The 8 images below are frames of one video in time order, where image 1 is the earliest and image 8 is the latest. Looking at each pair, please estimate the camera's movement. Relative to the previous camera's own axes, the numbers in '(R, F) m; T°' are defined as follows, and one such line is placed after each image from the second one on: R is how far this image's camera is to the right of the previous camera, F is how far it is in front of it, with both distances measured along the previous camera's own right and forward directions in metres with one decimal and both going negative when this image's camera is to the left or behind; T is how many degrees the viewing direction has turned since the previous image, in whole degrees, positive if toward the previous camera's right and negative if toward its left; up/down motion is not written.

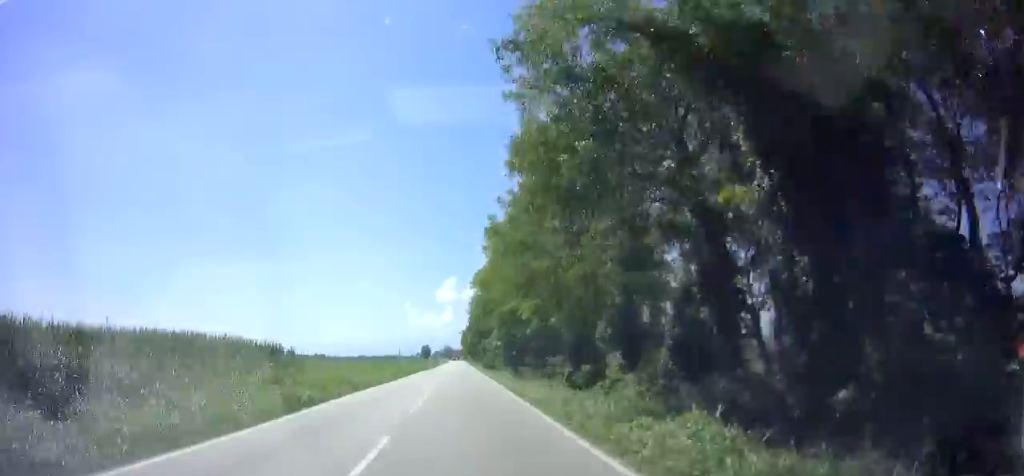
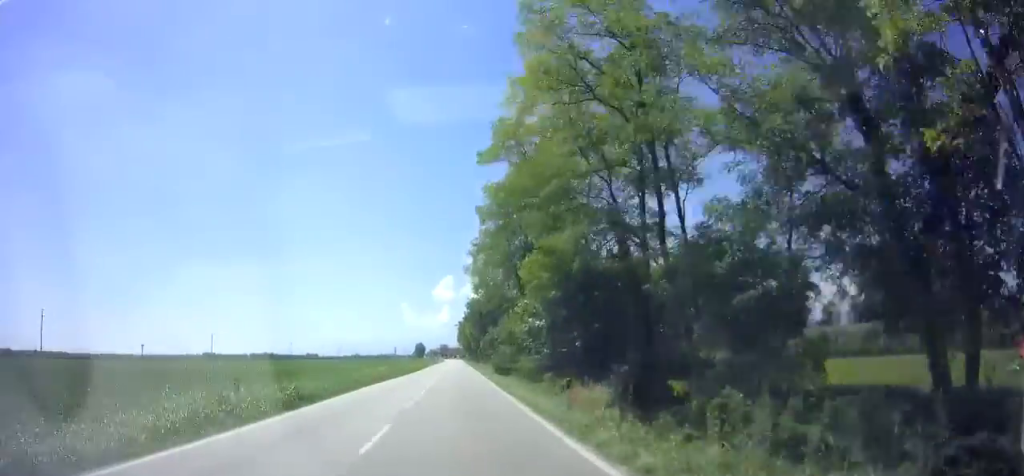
(0.0, +28.3) m; 0°
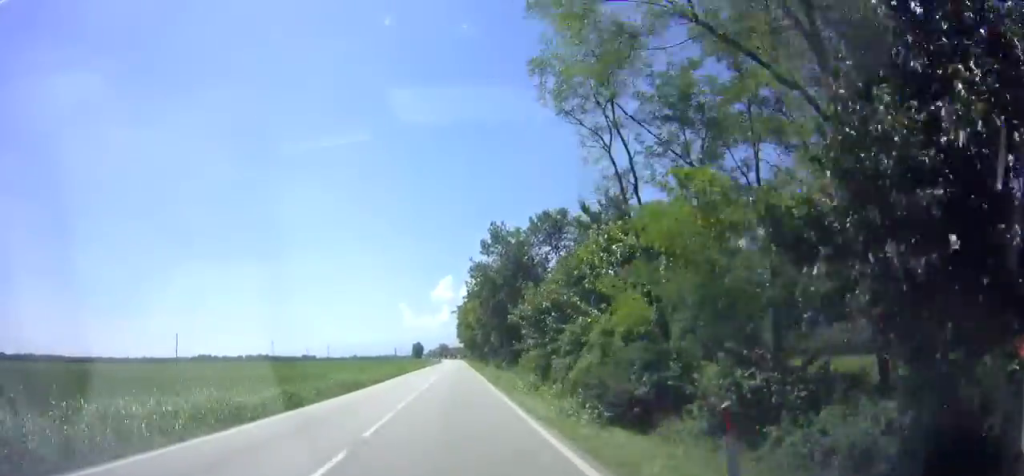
(0.0, +30.5) m; 0°
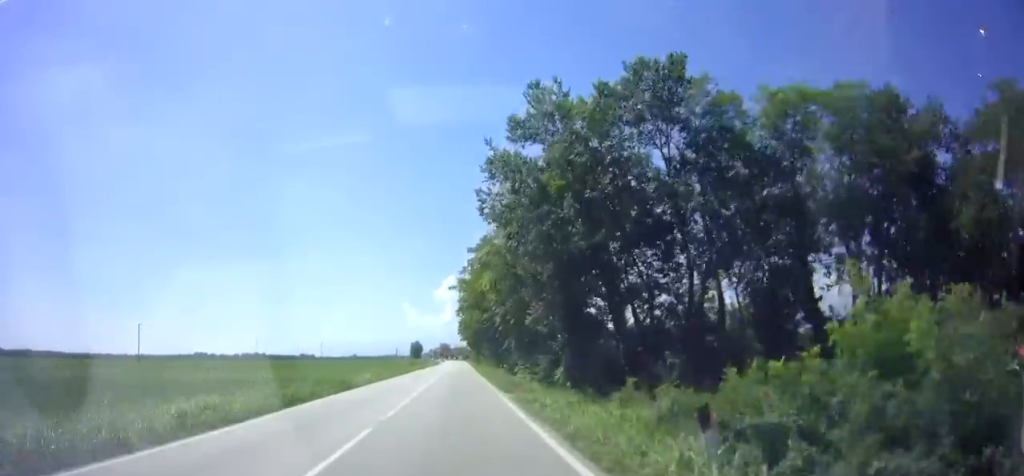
(0.0, +26.7) m; 0°
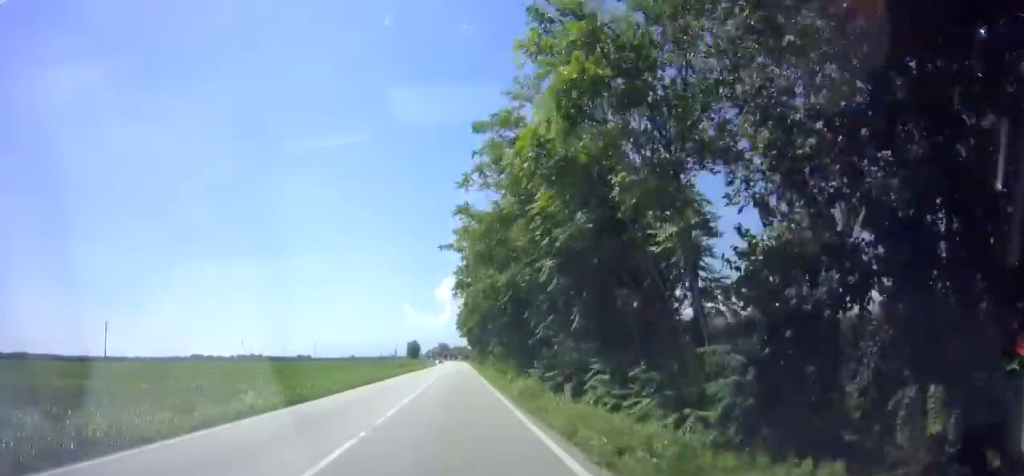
(0.0, +18.9) m; -1°
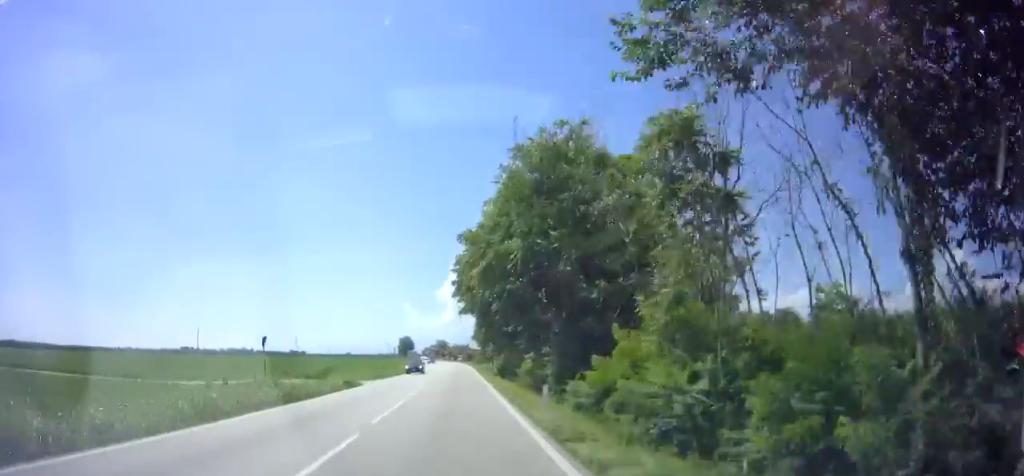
(0.0, +47.0) m; 0°
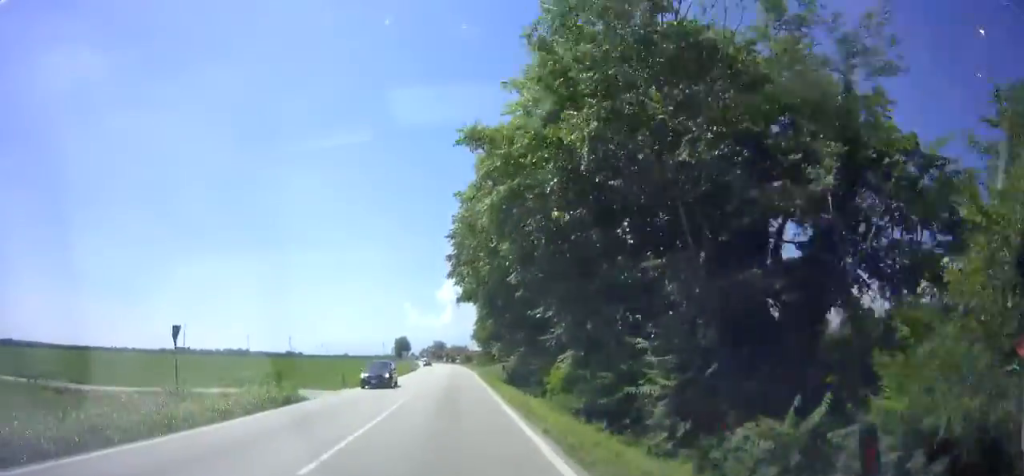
(-0.1, +10.4) m; 0°
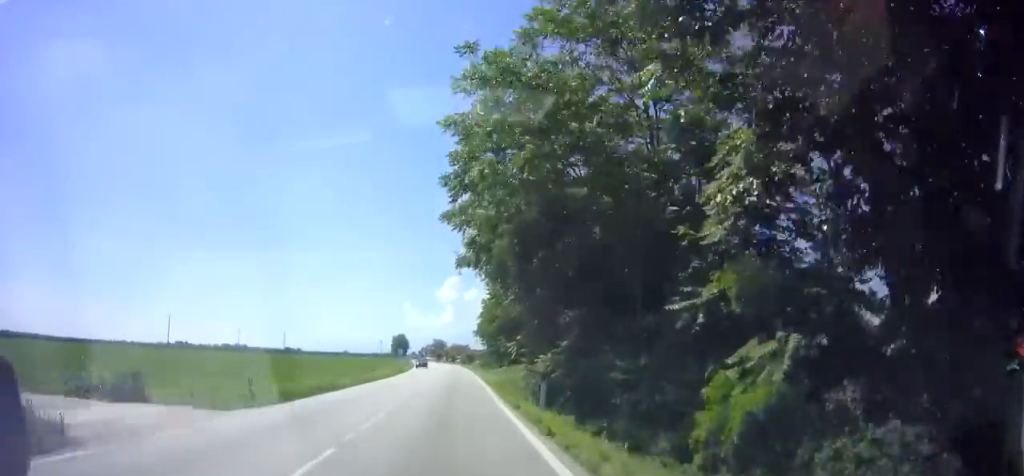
(-0.2, +13.4) m; -1°
